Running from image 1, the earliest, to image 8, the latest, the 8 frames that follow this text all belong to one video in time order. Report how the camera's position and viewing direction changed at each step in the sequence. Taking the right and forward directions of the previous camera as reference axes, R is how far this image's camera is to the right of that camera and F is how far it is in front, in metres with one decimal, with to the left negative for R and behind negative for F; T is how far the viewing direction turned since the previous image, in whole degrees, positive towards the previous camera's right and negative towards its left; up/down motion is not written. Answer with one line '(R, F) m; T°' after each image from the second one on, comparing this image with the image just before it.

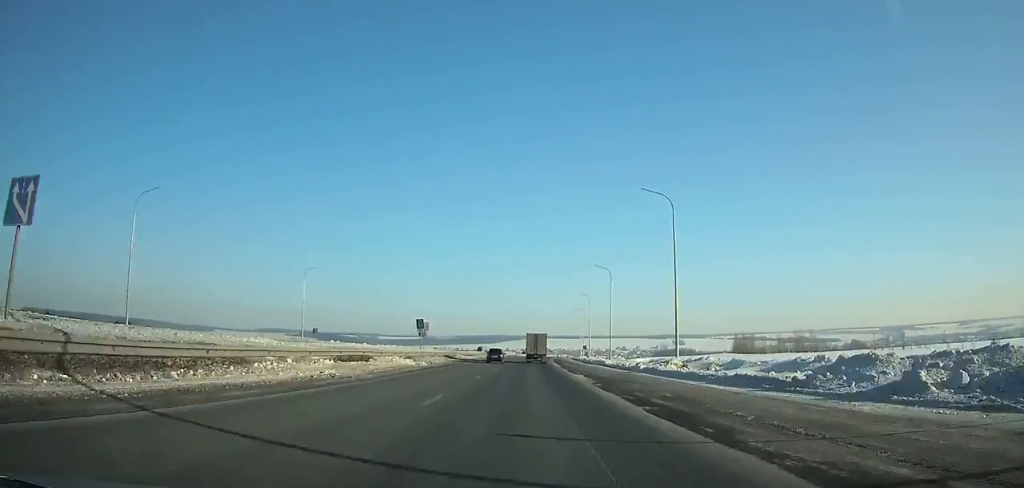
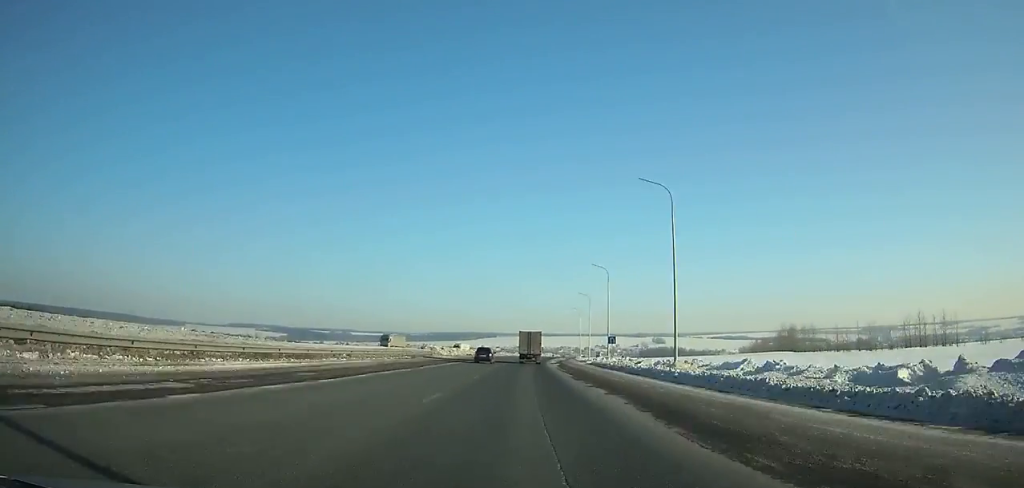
(+1.4, +70.0) m; +2°
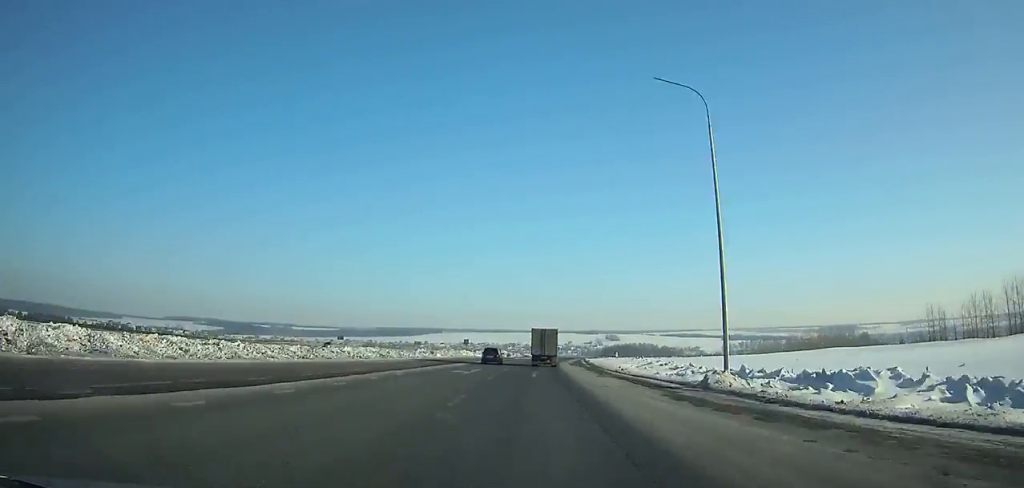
(+5.4, +120.3) m; +6°
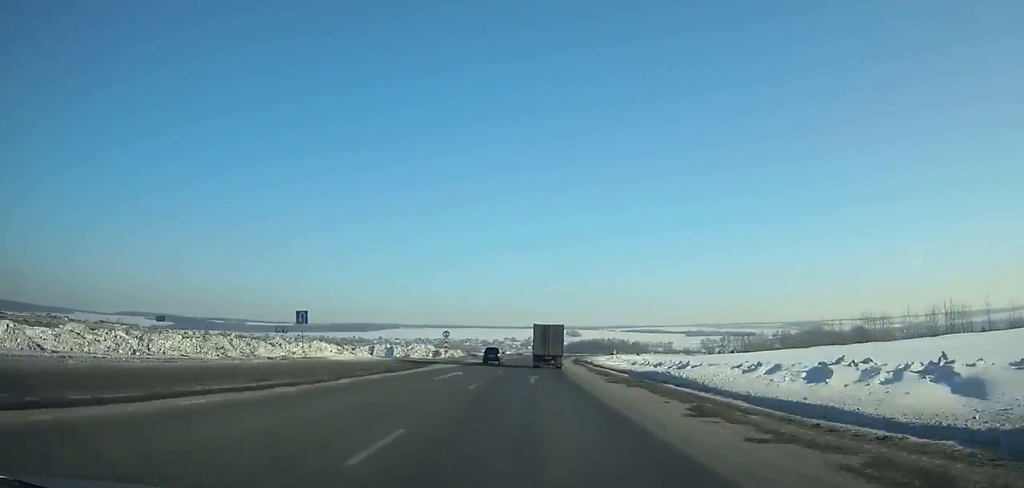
(+2.4, +66.8) m; +4°
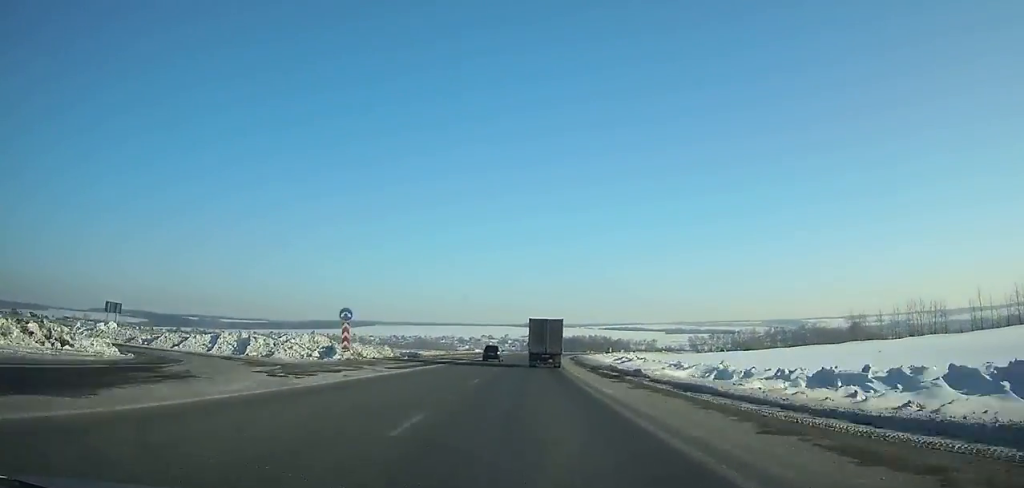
(+0.5, +34.0) m; +2°
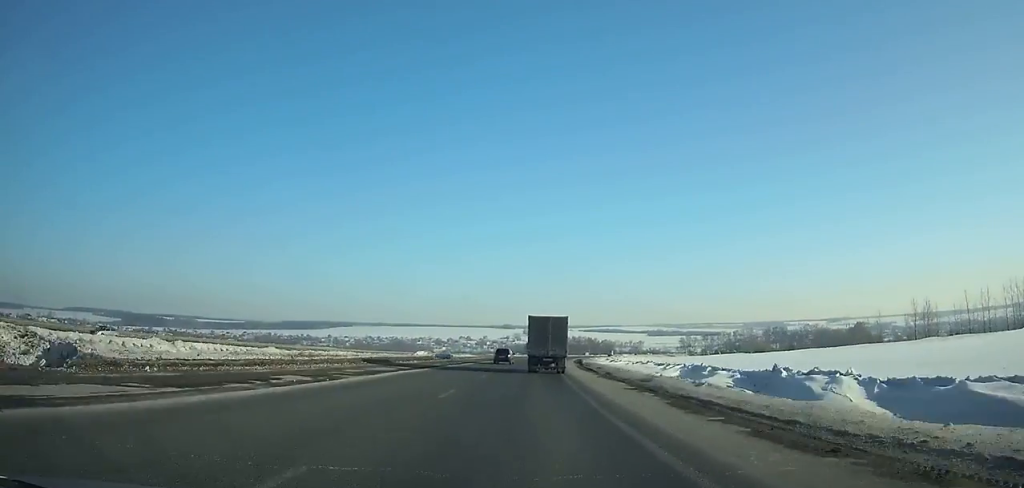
(+0.7, +41.0) m; +2°
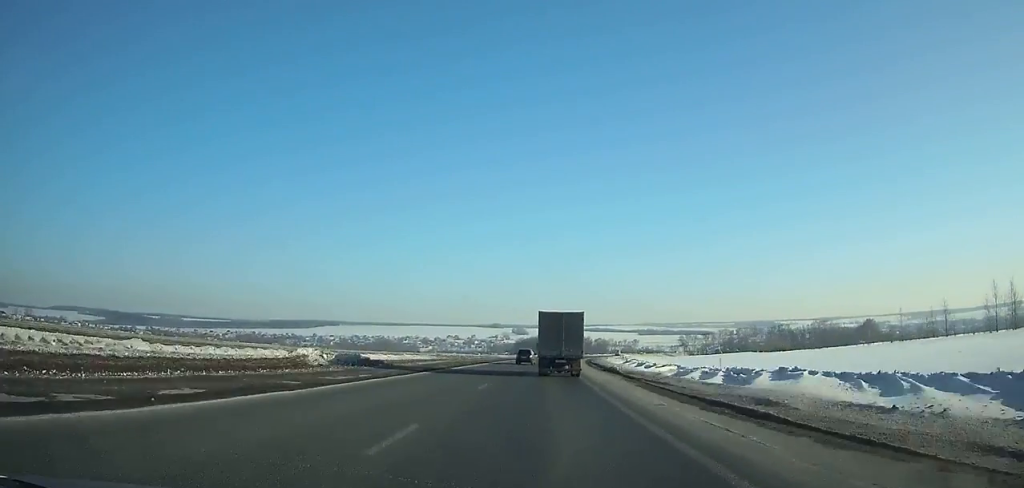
(+0.5, +32.9) m; +2°
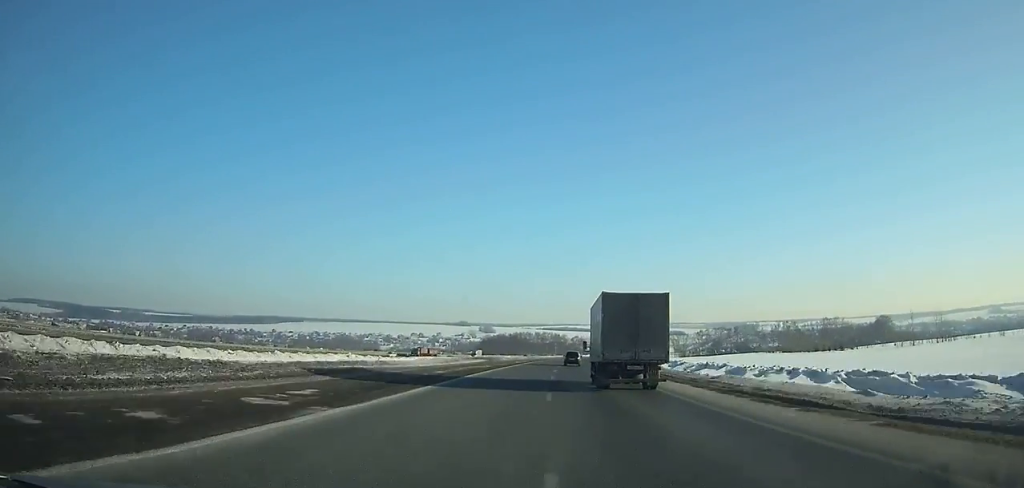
(+1.7, +65.1) m; +4°
